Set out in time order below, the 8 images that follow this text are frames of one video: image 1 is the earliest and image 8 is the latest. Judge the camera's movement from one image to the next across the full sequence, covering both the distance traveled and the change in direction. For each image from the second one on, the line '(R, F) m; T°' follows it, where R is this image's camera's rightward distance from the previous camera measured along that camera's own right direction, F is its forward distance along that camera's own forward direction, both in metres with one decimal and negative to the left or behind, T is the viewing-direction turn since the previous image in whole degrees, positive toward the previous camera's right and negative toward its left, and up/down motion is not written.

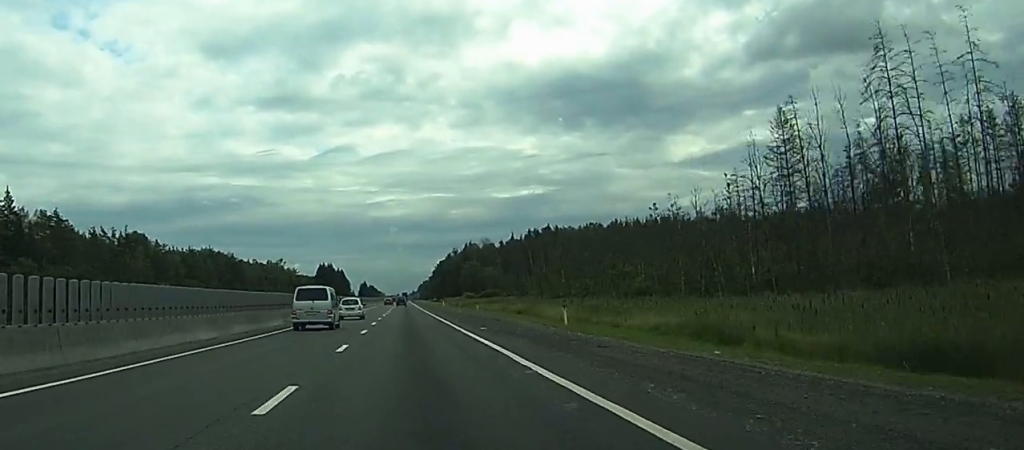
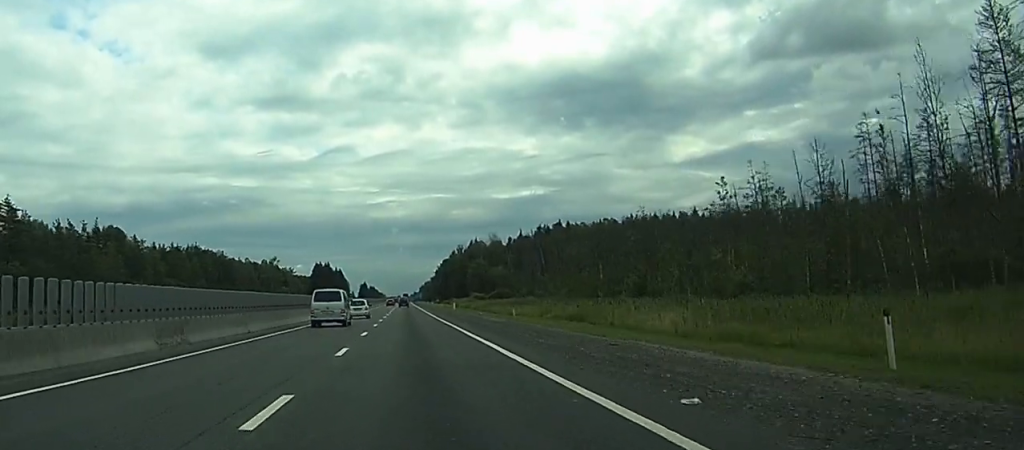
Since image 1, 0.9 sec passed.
(-0.1, +25.1) m; 0°
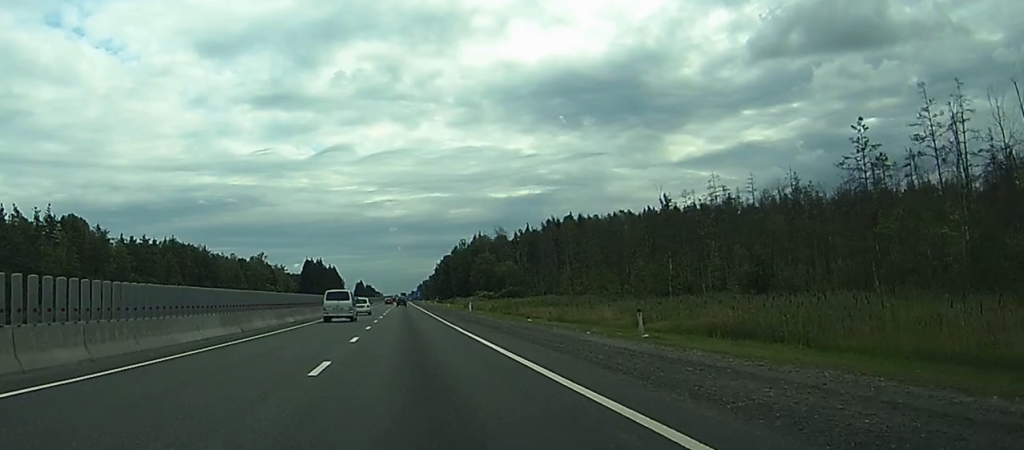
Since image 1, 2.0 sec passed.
(0.0, +29.7) m; 0°
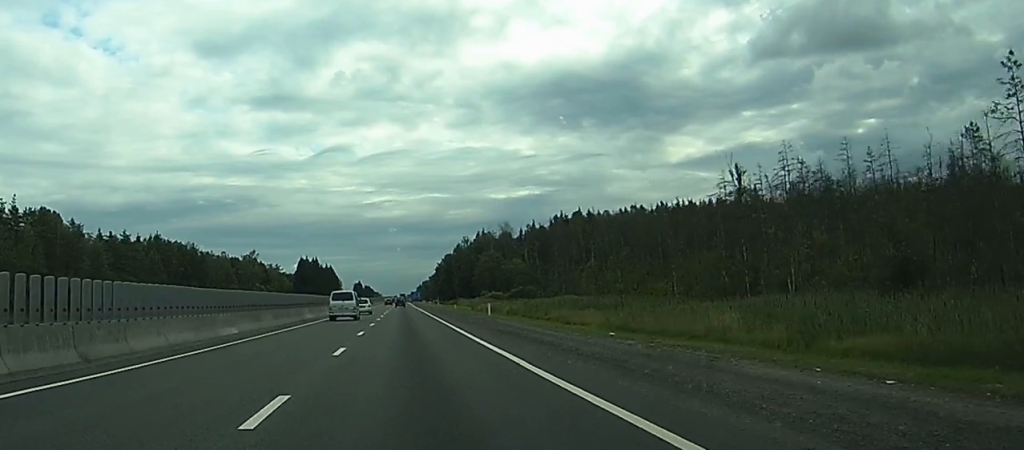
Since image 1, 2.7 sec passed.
(0.0, +18.1) m; 0°
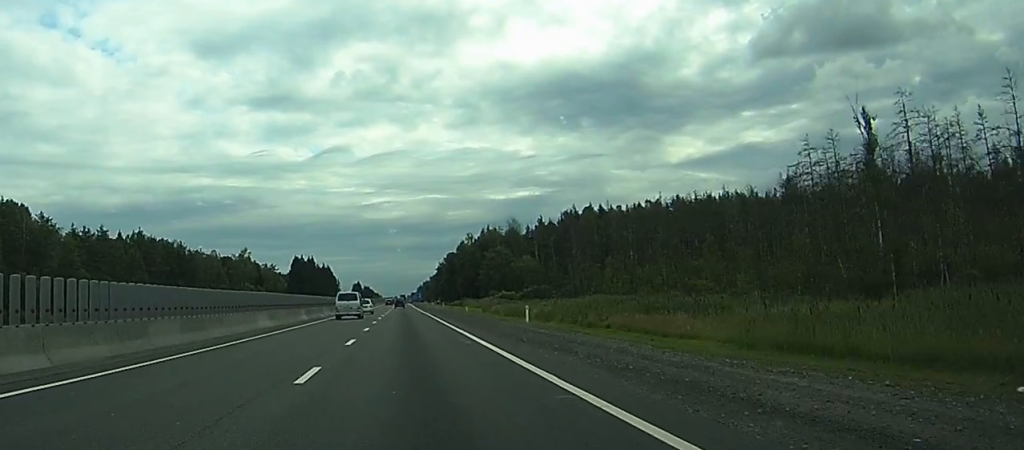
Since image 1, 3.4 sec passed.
(0.0, +19.0) m; 0°
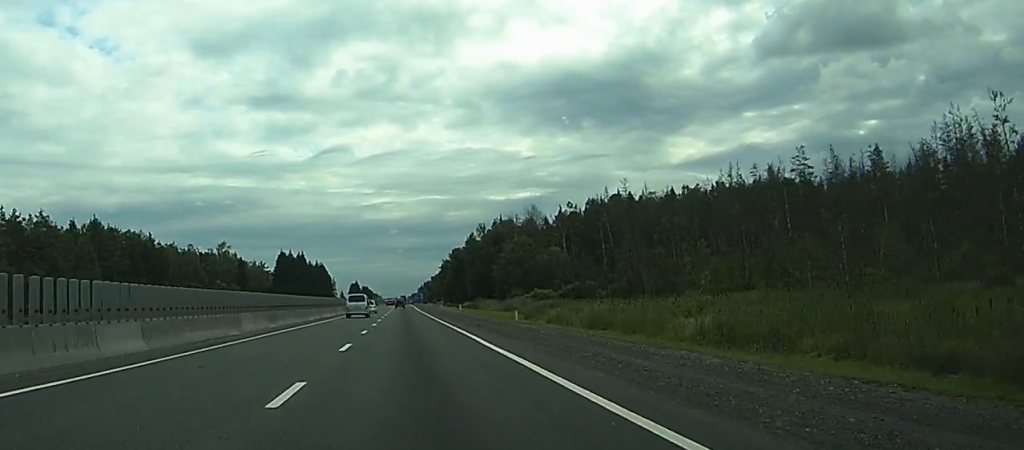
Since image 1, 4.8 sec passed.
(+0.5, +39.2) m; +1°
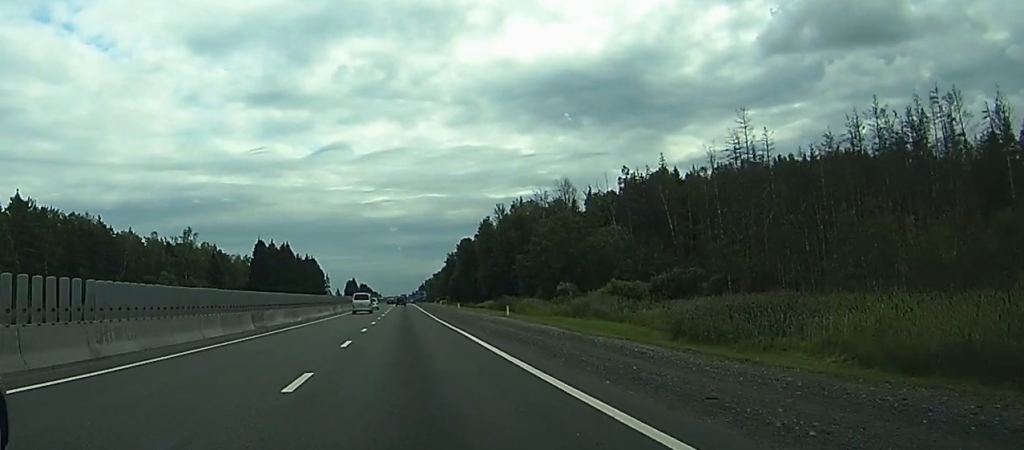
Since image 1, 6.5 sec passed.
(-1.1, +45.6) m; -2°
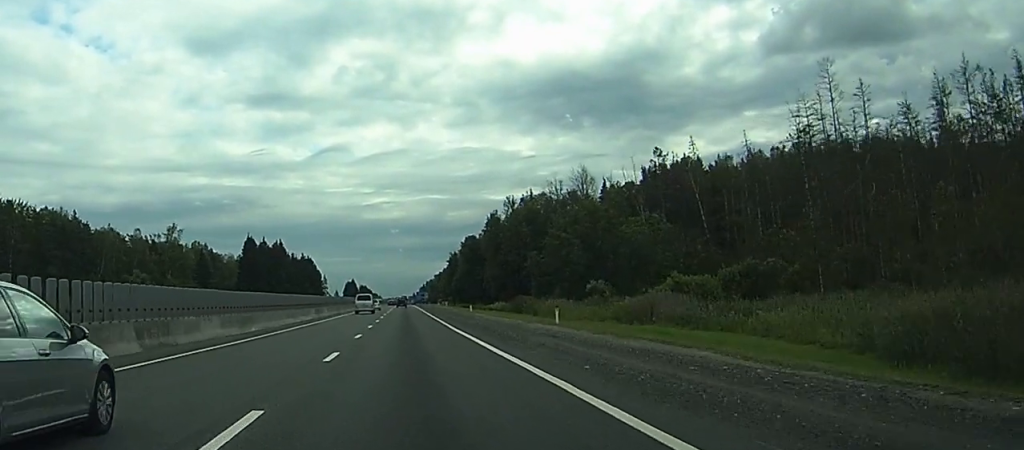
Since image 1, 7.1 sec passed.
(+0.4, +17.3) m; +1°
